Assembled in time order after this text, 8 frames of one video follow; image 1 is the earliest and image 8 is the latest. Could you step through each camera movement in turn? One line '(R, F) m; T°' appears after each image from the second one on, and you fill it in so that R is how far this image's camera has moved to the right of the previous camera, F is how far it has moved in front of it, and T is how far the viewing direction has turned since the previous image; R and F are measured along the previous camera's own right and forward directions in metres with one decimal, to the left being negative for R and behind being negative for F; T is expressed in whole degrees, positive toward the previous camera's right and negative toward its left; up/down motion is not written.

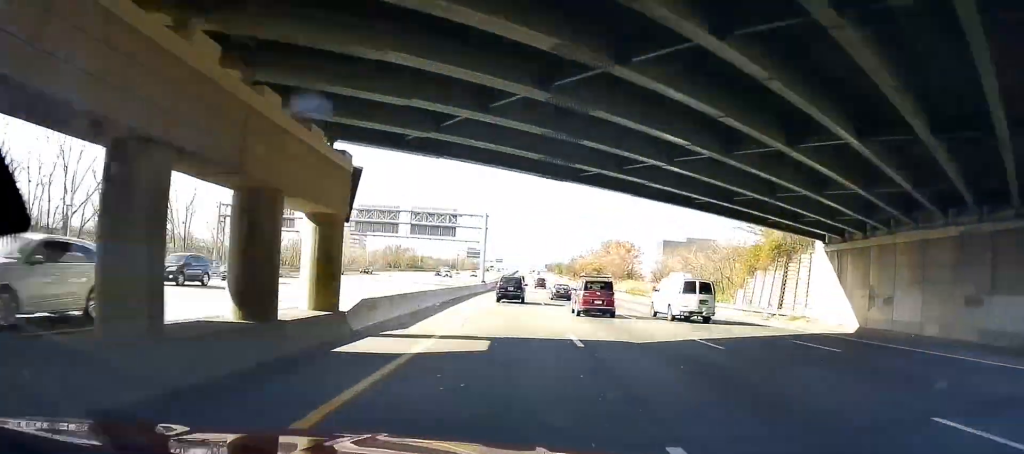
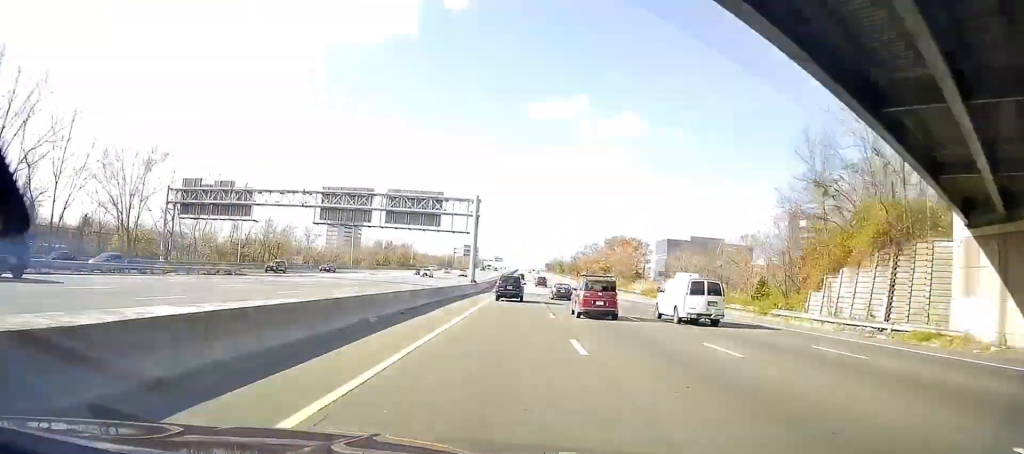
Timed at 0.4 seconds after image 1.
(+0.4, +13.8) m; 0°
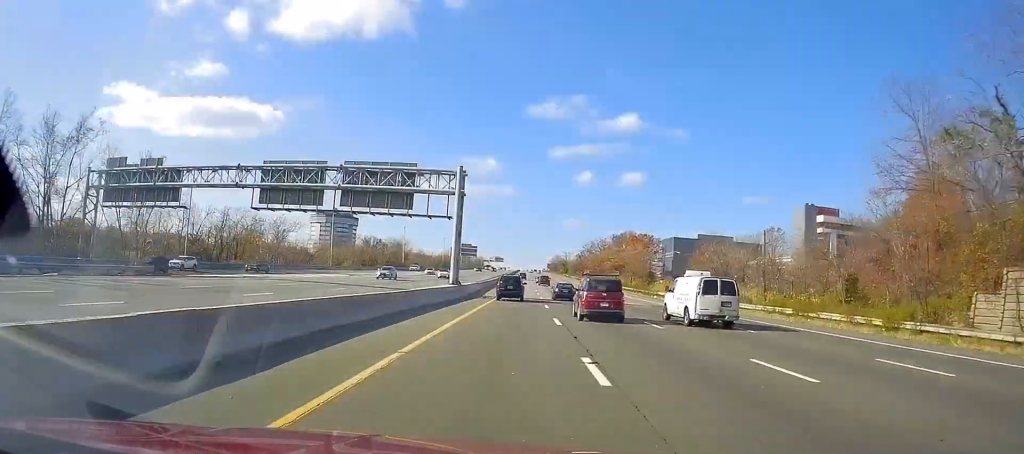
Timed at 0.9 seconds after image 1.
(-0.5, +16.0) m; -1°
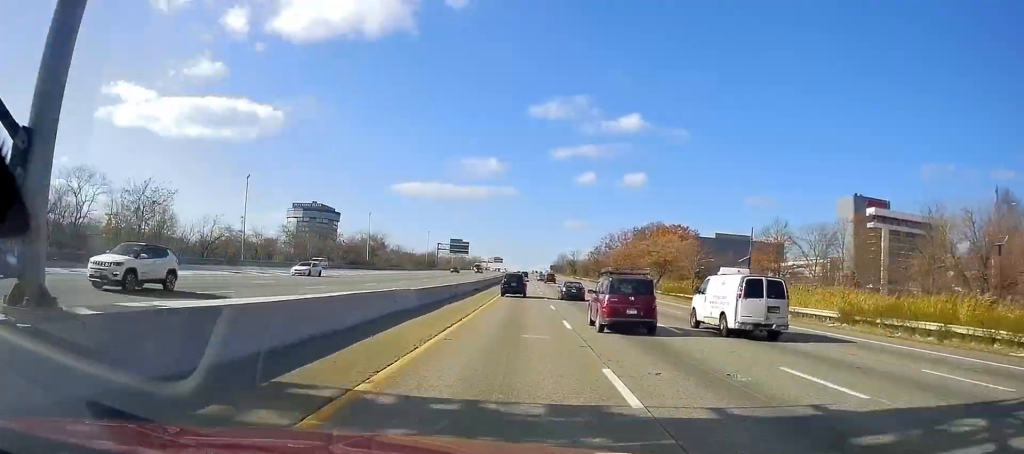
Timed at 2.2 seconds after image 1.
(-0.3, +40.8) m; +1°
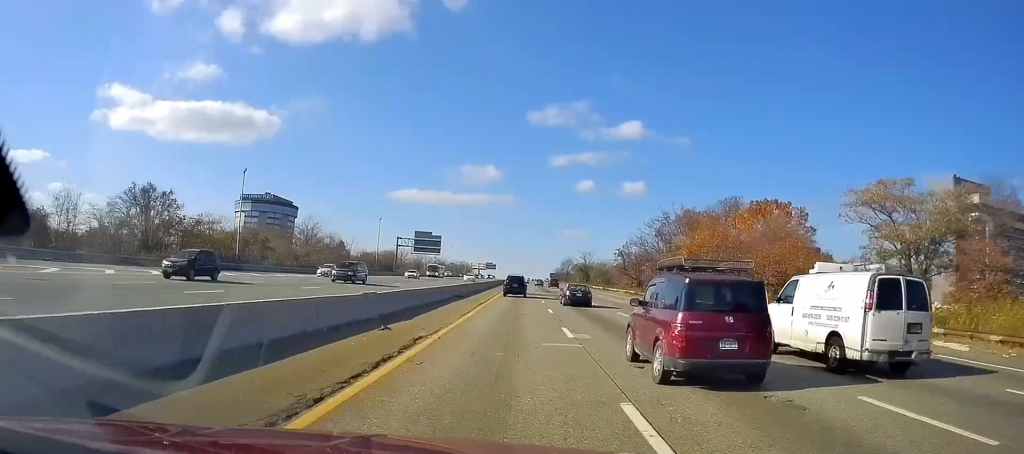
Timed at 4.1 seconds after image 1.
(-0.1, +61.2) m; 0°
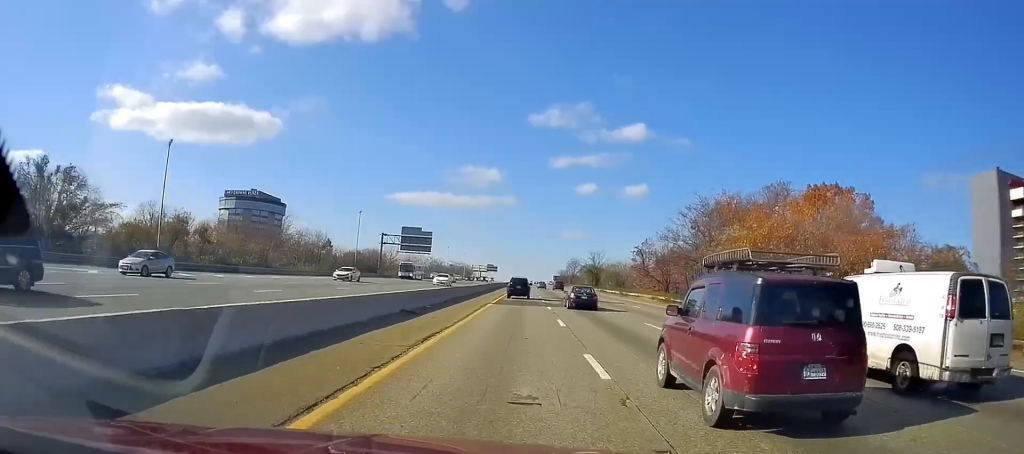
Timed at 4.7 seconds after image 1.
(-0.2, +18.3) m; 0°
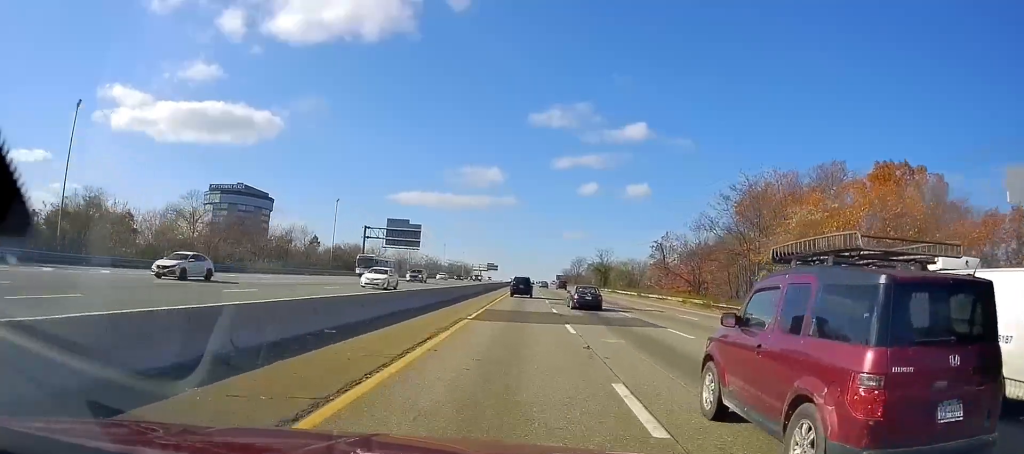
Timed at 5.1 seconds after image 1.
(+0.5, +15.0) m; 0°
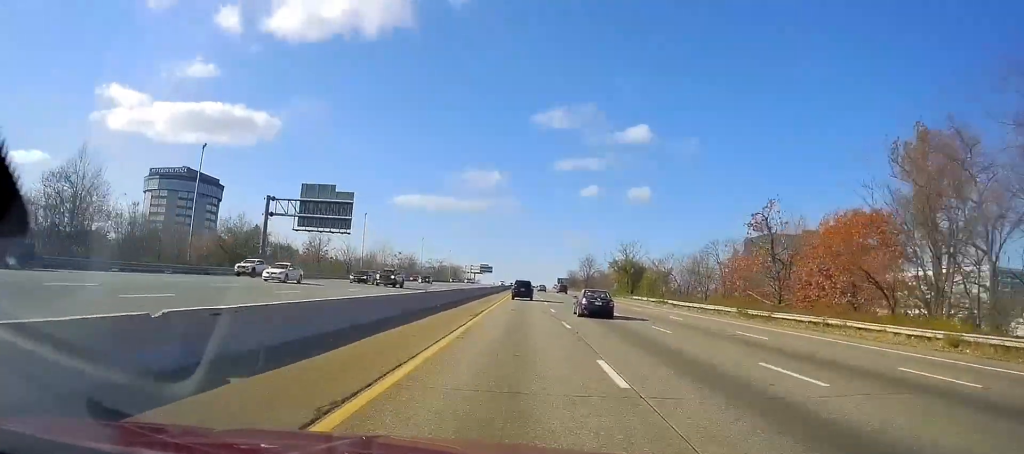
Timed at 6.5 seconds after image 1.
(-0.1, +43.1) m; -1°
